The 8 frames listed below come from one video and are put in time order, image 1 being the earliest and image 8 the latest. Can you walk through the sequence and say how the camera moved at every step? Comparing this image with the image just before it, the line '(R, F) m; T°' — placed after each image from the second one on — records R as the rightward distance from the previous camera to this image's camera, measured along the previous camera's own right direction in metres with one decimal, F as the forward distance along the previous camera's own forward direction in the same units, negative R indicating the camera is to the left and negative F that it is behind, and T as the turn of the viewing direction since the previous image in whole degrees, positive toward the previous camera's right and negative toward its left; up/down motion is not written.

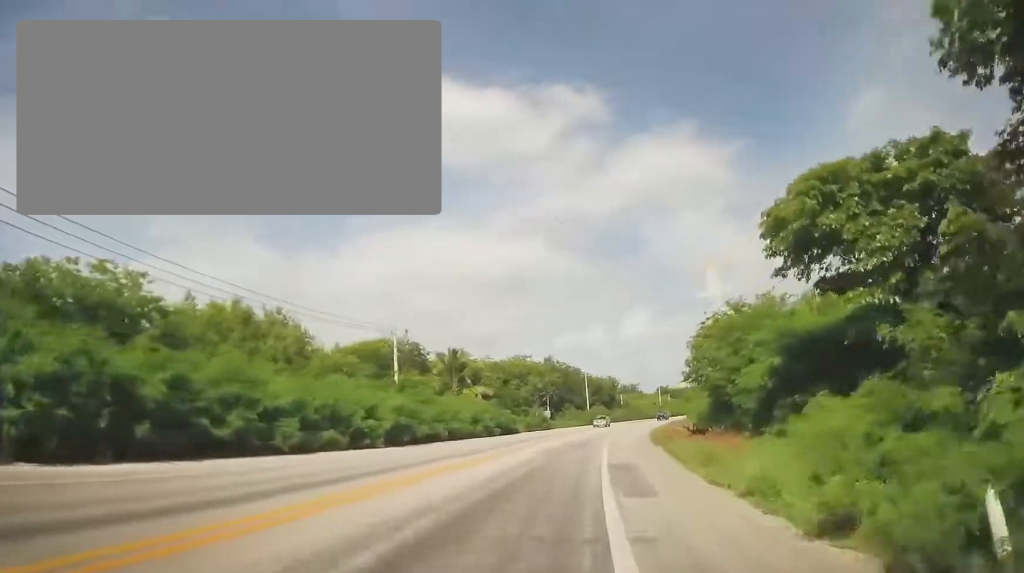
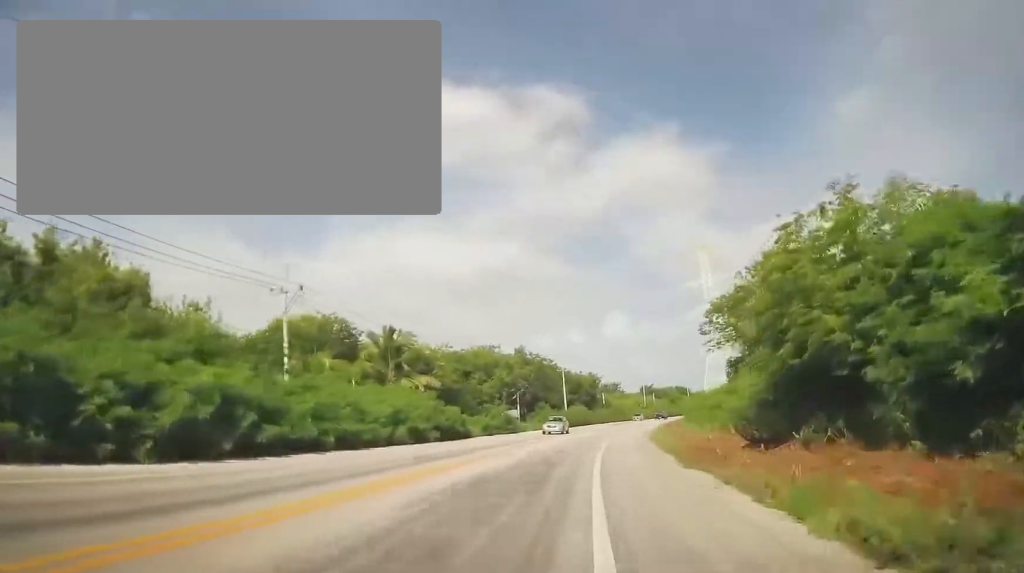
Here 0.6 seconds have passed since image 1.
(+0.2, +14.8) m; +3°
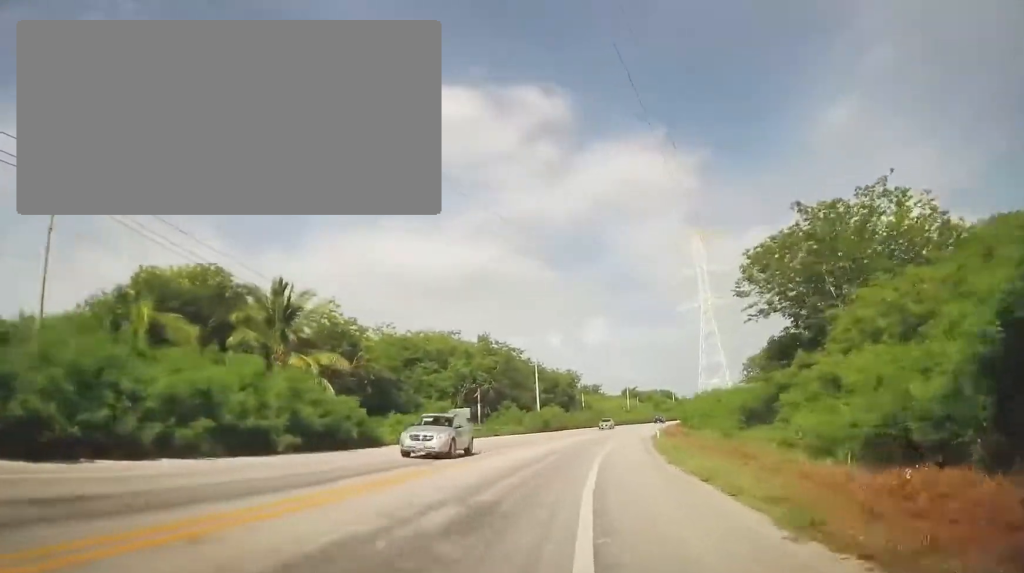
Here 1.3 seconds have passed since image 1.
(0.0, +15.5) m; +3°
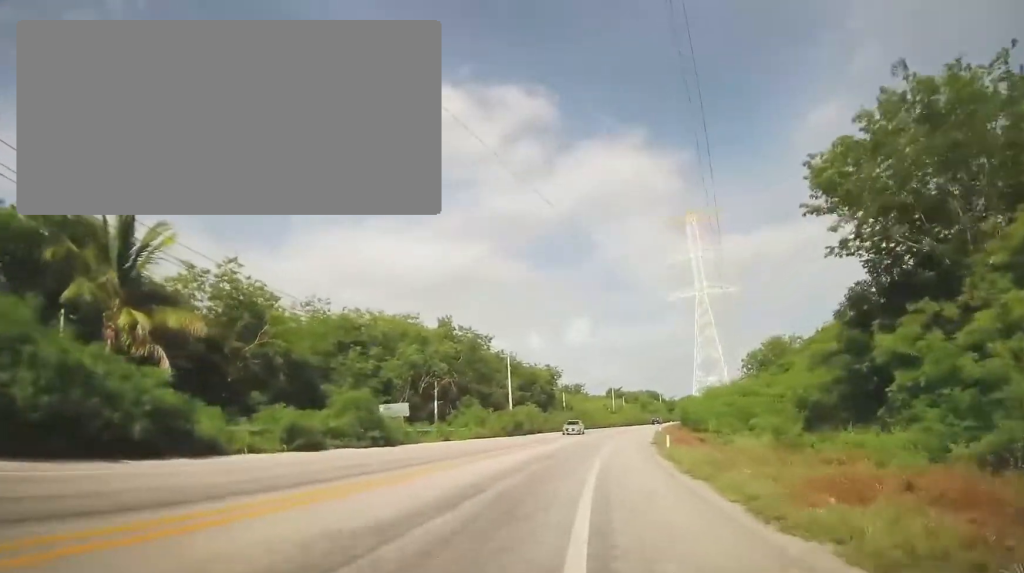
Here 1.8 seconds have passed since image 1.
(+0.7, +12.1) m; +2°
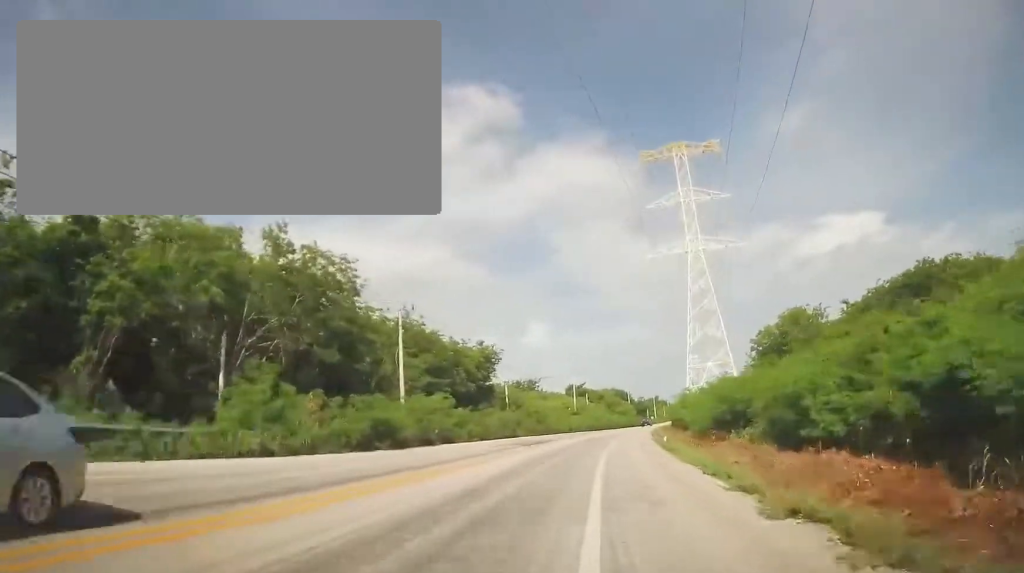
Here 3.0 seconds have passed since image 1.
(+0.6, +28.5) m; +2°
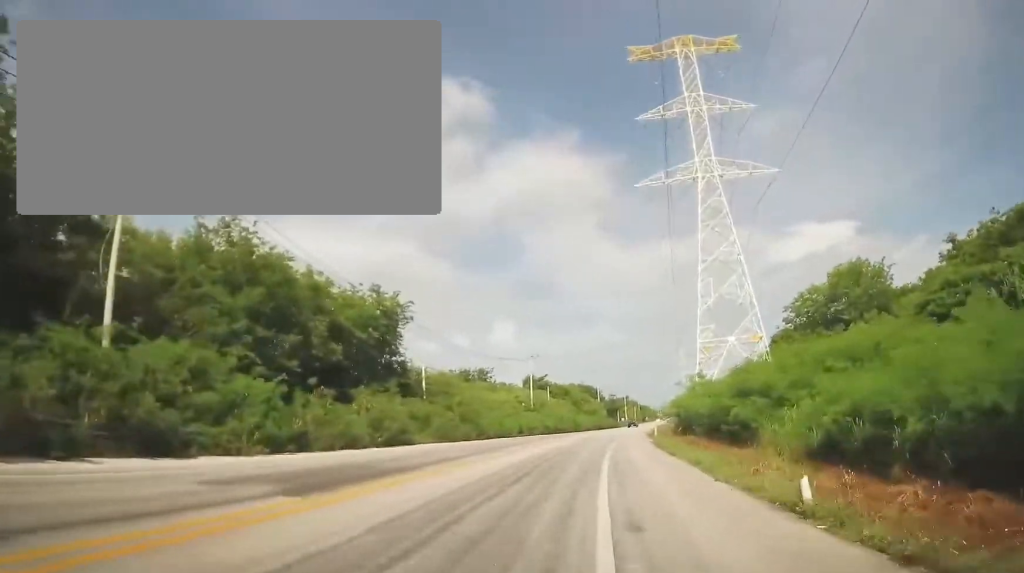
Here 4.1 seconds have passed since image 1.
(+0.5, +24.8) m; +2°
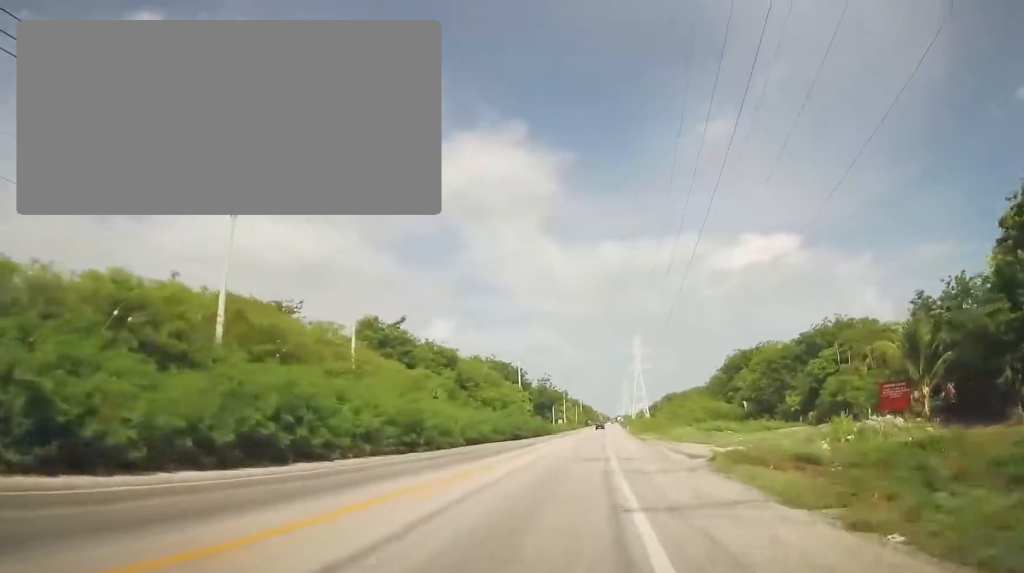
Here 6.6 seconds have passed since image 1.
(+3.2, +63.9) m; +6°
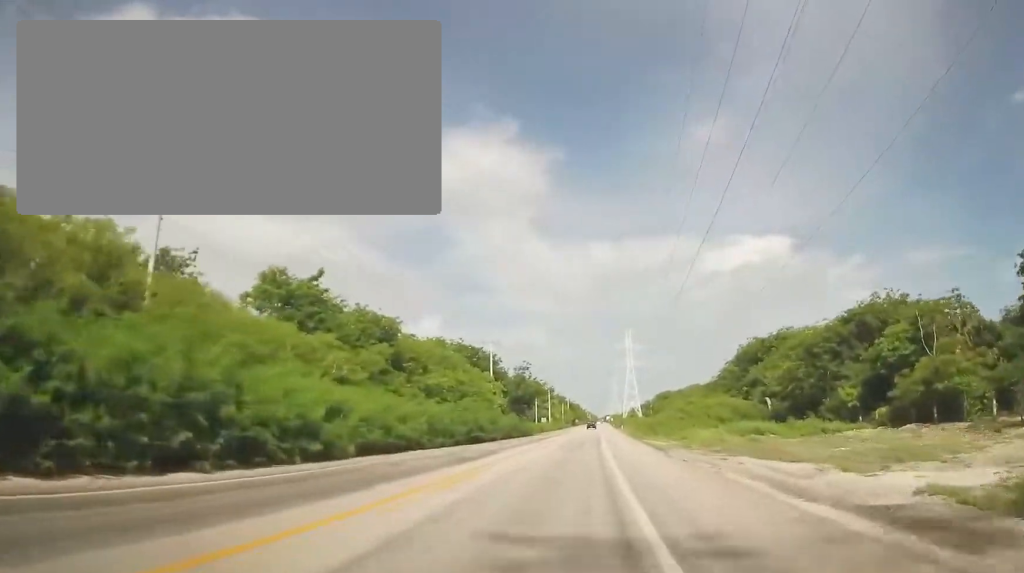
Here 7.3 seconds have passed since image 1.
(+0.2, +16.8) m; +2°
